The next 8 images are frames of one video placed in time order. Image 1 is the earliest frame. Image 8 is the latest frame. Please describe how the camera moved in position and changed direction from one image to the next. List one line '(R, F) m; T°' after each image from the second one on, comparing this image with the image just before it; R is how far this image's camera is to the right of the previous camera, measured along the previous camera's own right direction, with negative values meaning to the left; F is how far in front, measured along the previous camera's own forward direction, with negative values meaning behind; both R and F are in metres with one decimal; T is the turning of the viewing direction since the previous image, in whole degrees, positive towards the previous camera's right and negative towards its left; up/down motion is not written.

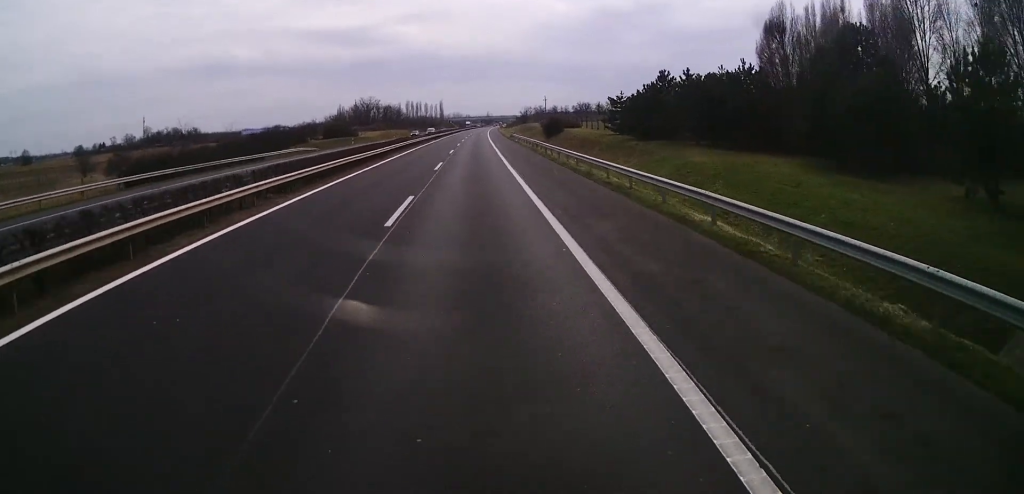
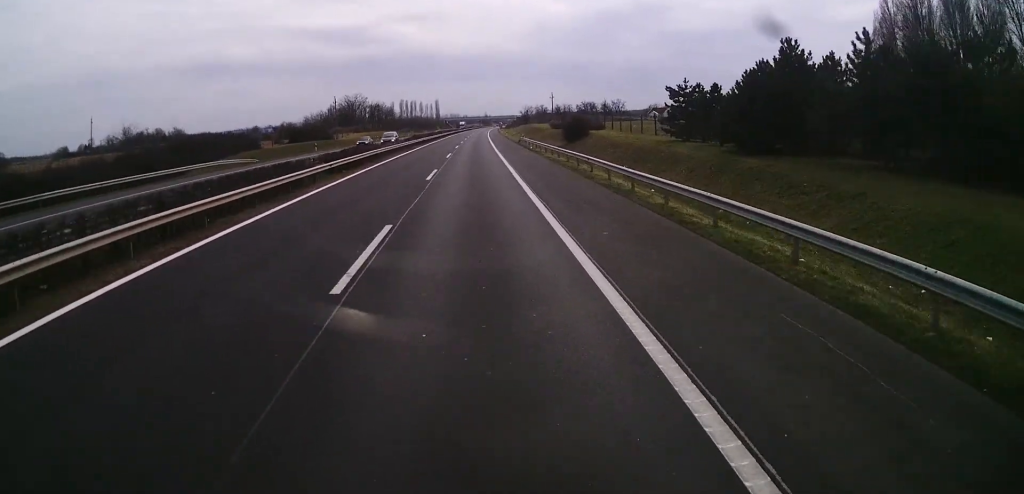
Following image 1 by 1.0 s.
(0.0, +24.7) m; 0°
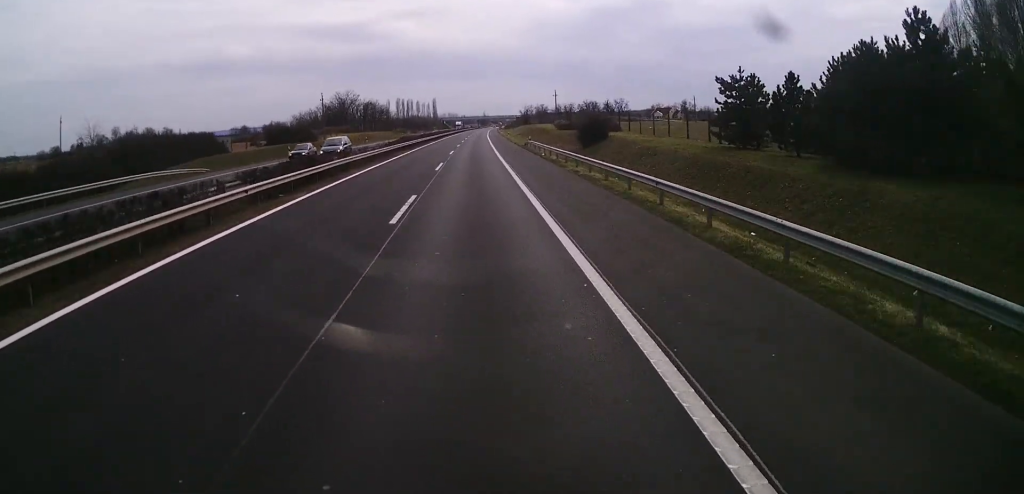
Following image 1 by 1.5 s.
(0.0, +12.1) m; 0°
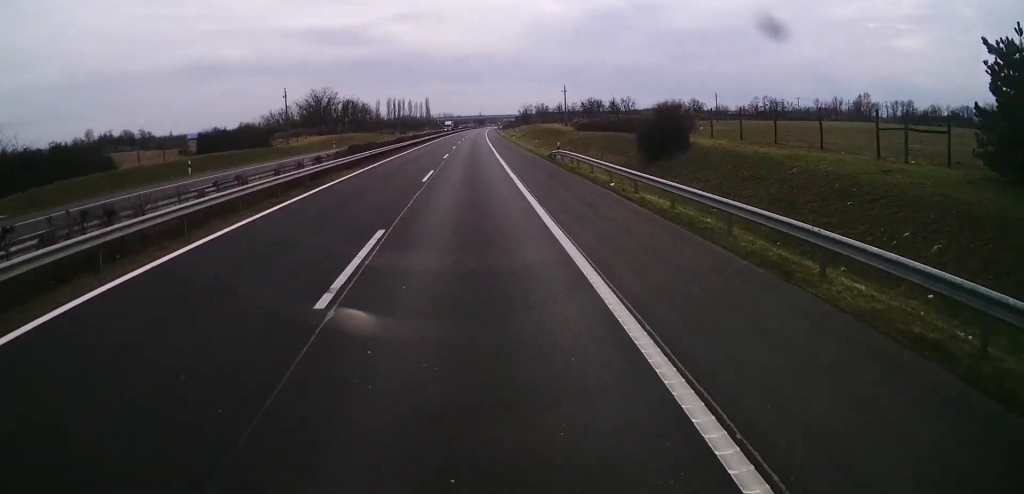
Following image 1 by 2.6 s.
(0.0, +27.2) m; 0°
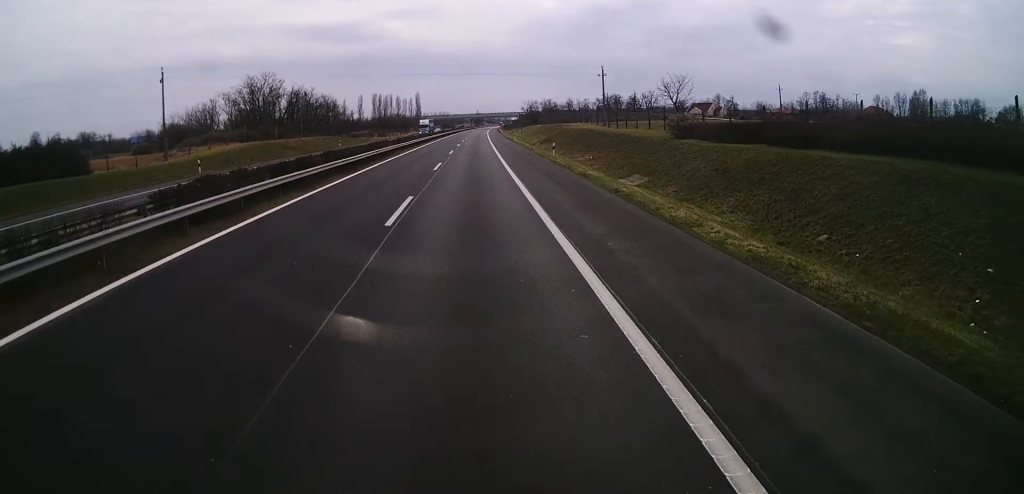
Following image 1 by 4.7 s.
(+0.2, +47.4) m; 0°
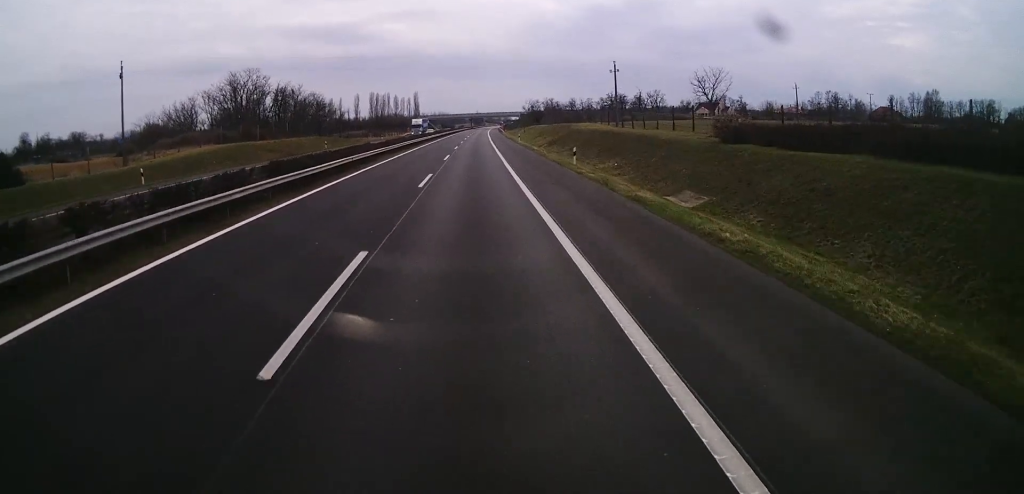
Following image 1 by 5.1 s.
(0.0, +8.6) m; 0°
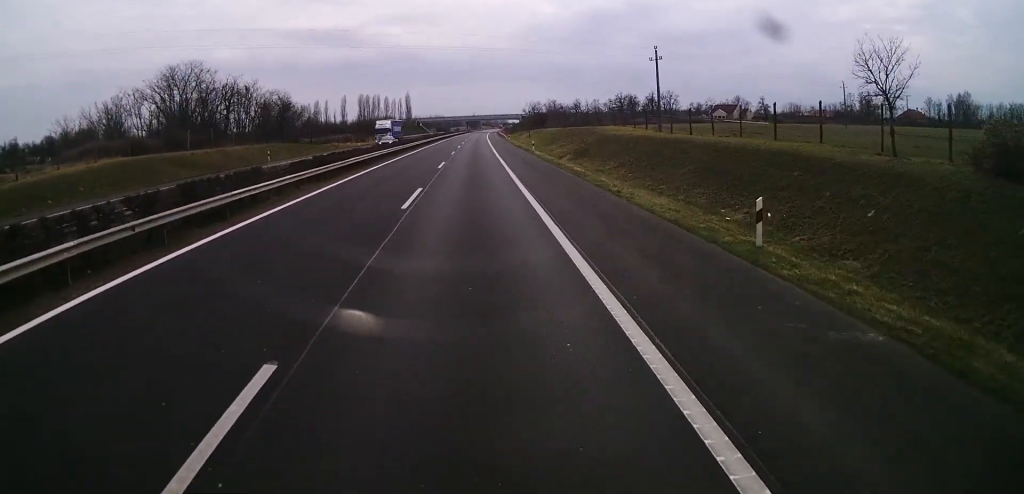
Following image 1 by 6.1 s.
(+0.2, +22.6) m; 0°
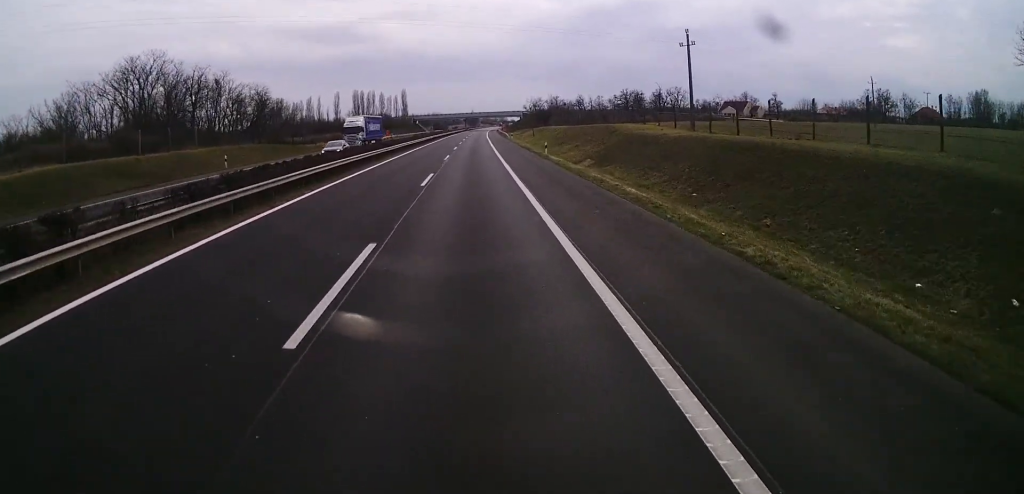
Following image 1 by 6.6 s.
(0.0, +11.1) m; 0°
